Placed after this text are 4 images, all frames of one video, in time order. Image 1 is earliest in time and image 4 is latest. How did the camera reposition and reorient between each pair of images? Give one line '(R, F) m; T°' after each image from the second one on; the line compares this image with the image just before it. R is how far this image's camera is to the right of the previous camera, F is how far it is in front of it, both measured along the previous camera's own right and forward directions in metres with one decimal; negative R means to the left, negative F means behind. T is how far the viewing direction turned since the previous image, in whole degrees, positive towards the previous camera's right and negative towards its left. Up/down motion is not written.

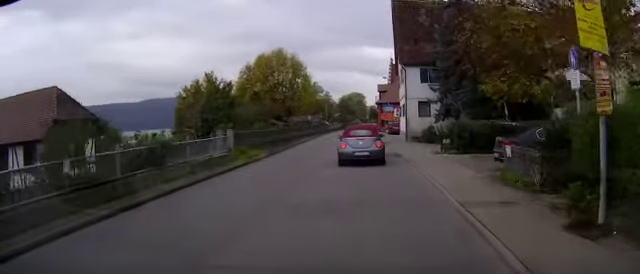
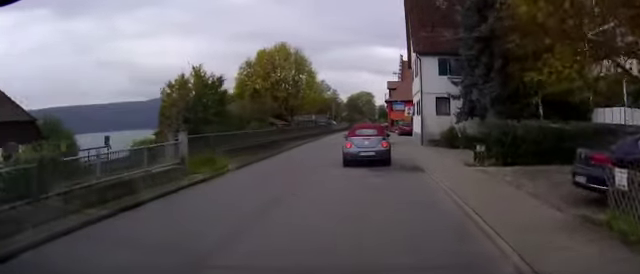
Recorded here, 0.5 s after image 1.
(-0.1, +5.7) m; -1°
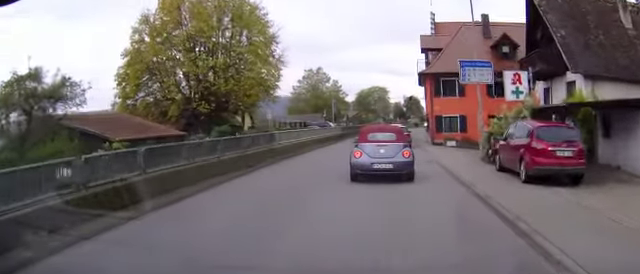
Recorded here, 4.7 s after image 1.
(-0.7, +41.2) m; 0°
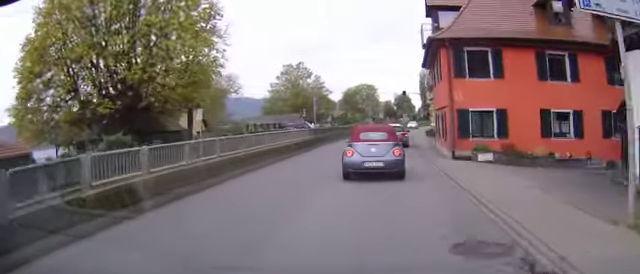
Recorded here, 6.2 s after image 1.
(+0.1, +12.9) m; +1°
